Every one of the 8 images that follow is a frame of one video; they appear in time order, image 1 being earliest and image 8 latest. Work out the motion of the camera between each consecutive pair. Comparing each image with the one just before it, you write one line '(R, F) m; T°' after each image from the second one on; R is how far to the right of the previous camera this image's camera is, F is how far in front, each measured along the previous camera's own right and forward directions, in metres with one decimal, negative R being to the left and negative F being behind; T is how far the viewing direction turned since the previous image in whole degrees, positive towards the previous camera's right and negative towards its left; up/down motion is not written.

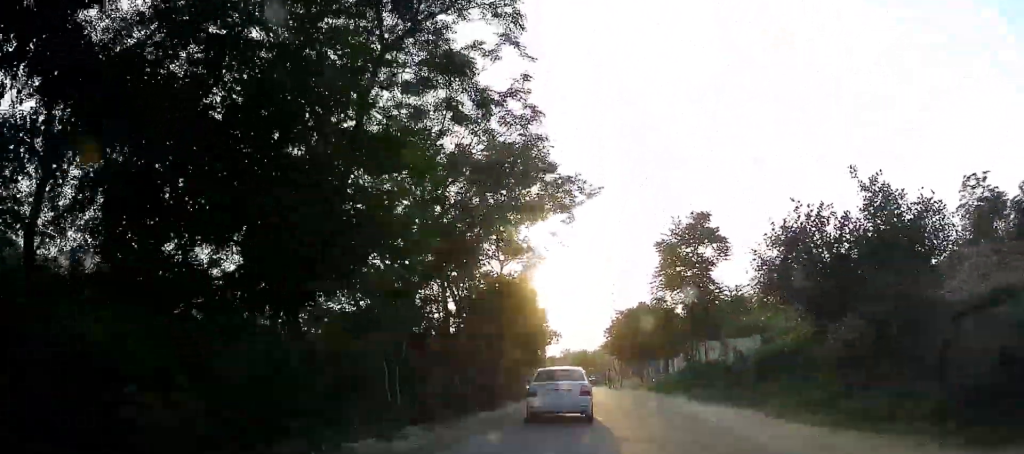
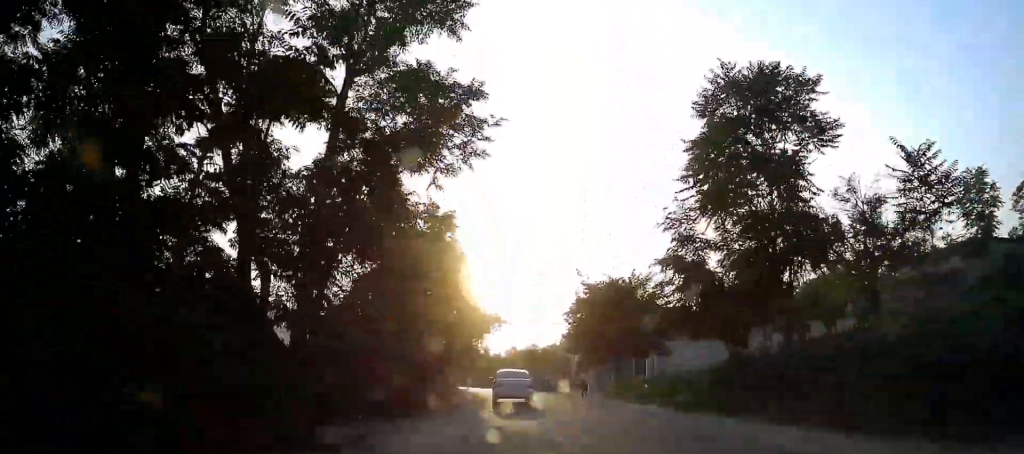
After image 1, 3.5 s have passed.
(+0.8, +12.7) m; +7°
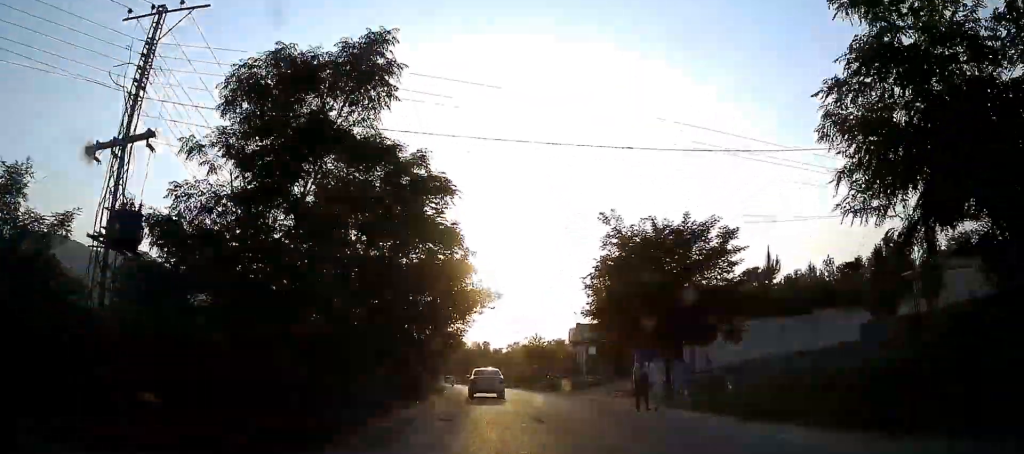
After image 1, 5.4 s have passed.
(-0.1, +9.6) m; +1°
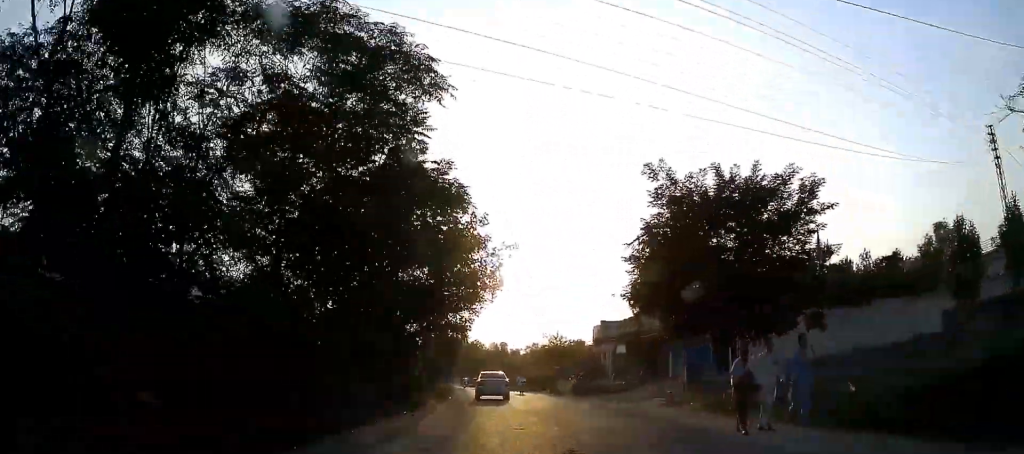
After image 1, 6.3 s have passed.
(+0.3, +5.0) m; -1°
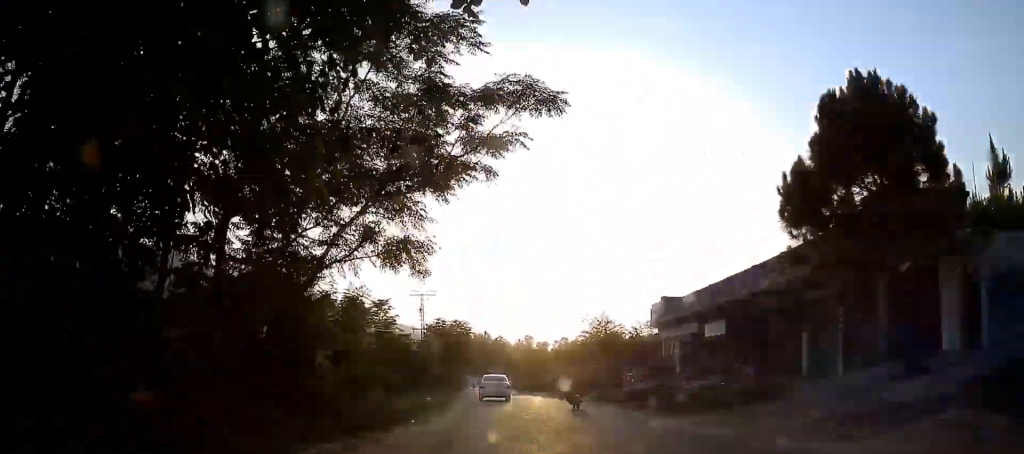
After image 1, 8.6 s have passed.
(-0.5, +15.1) m; -3°
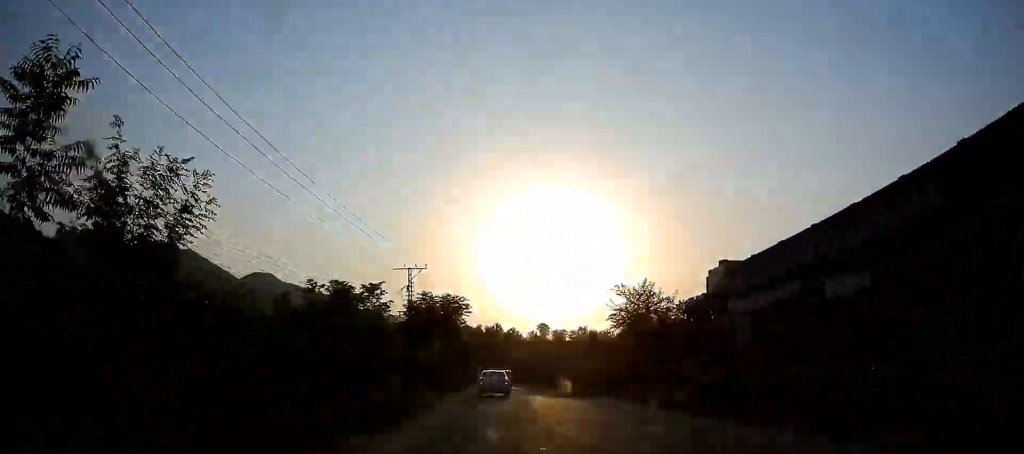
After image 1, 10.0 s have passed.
(0.0, +10.3) m; 0°
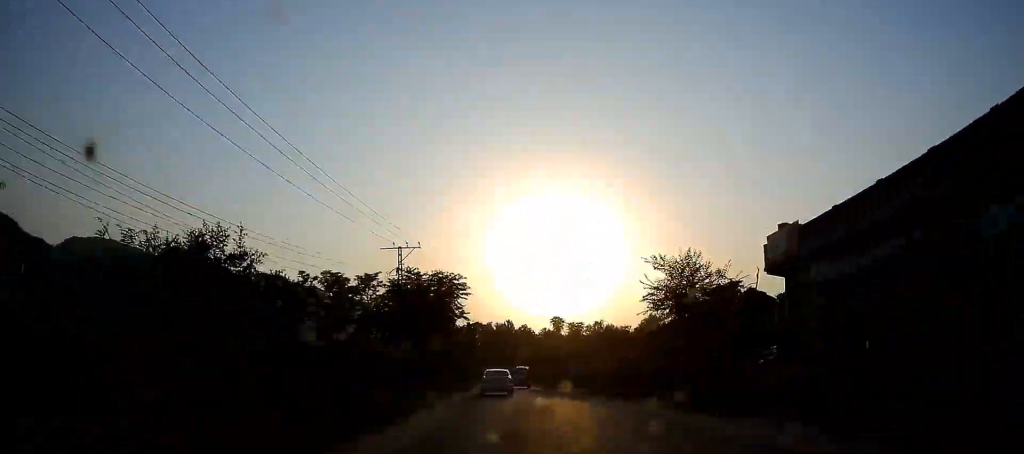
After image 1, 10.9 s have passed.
(+0.1, +6.6) m; 0°
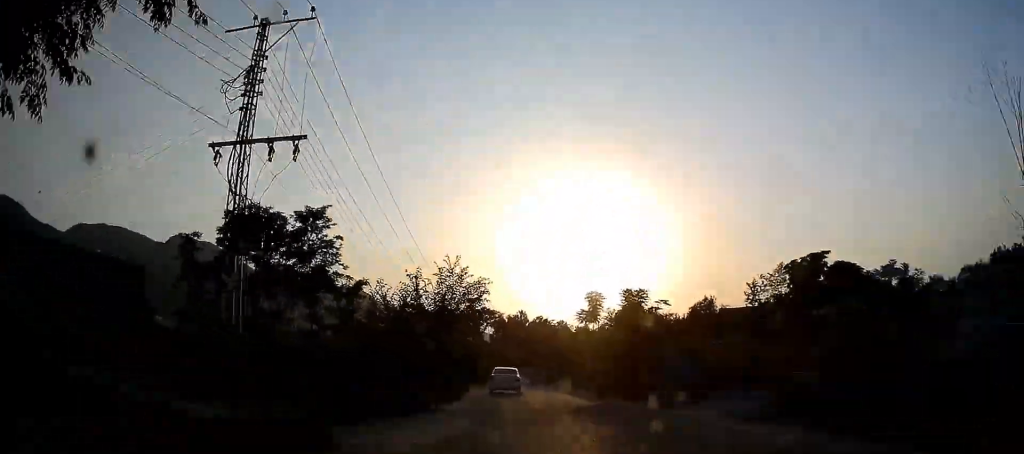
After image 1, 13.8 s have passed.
(-0.2, +23.8) m; 0°
